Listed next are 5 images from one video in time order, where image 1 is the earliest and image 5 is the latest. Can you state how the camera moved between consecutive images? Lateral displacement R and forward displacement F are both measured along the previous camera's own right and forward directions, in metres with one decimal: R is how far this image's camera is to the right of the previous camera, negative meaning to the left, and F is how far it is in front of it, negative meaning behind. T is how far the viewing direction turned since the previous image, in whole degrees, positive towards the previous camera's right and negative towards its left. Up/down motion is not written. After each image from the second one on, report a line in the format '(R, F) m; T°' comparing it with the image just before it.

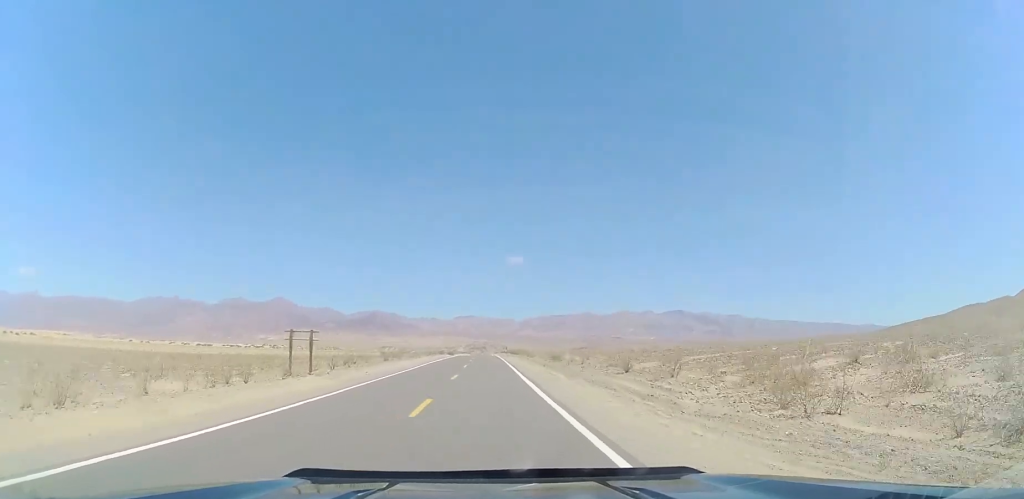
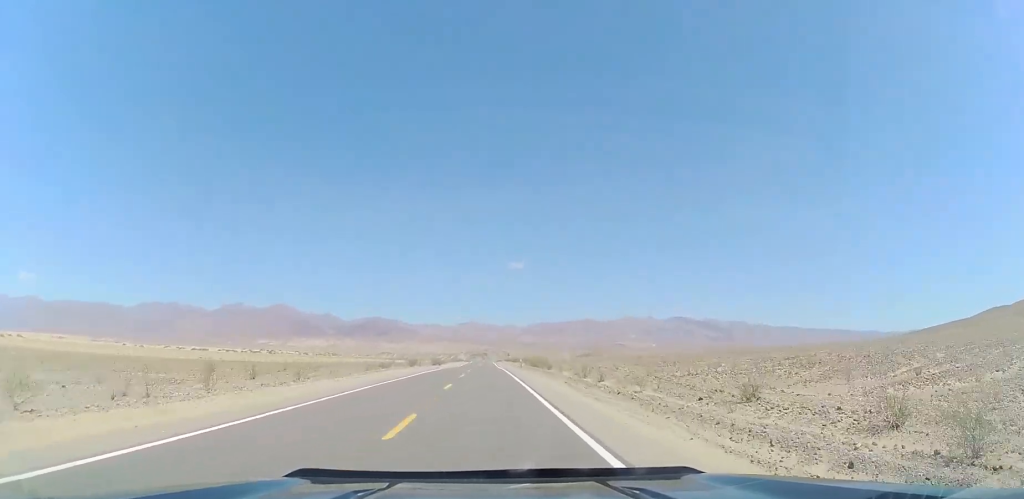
(0.0, +47.3) m; 0°
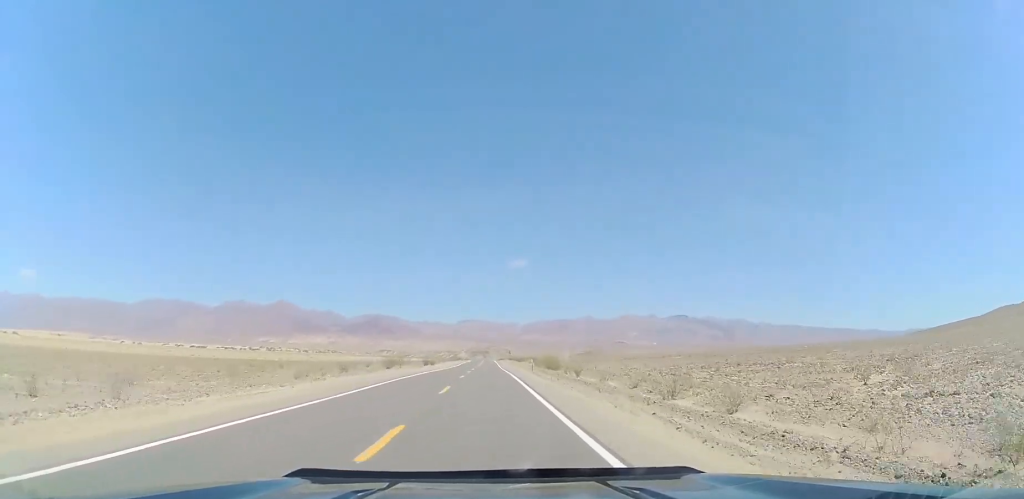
(0.0, +16.6) m; 0°
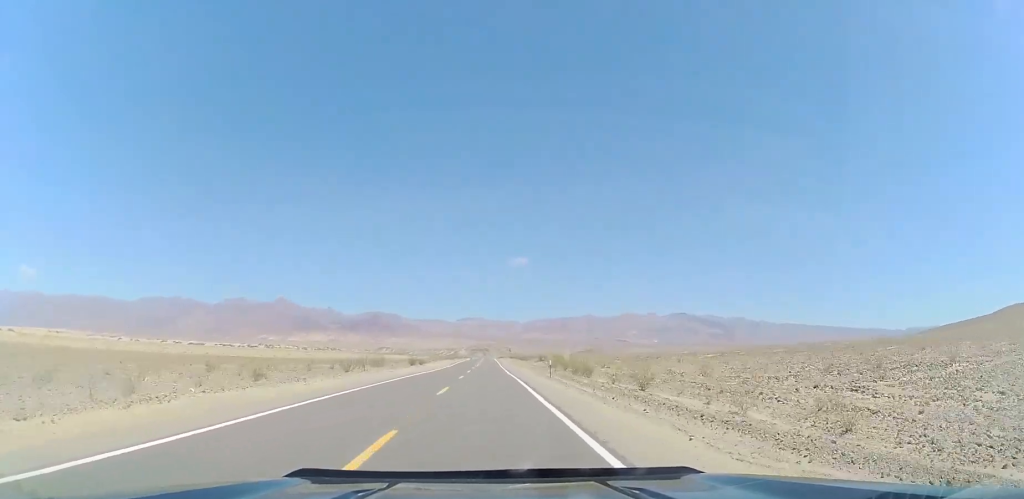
(0.0, +15.7) m; 0°
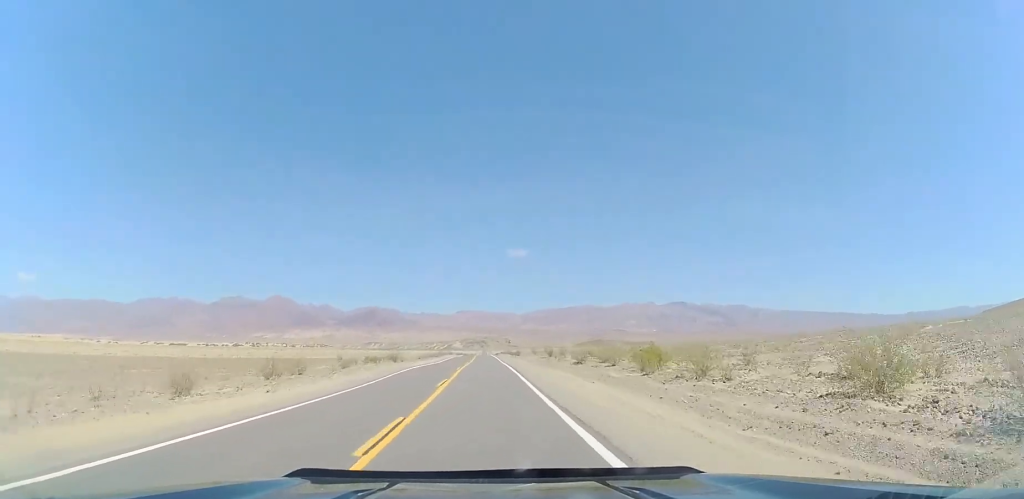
(+0.2, +115.4) m; -1°
